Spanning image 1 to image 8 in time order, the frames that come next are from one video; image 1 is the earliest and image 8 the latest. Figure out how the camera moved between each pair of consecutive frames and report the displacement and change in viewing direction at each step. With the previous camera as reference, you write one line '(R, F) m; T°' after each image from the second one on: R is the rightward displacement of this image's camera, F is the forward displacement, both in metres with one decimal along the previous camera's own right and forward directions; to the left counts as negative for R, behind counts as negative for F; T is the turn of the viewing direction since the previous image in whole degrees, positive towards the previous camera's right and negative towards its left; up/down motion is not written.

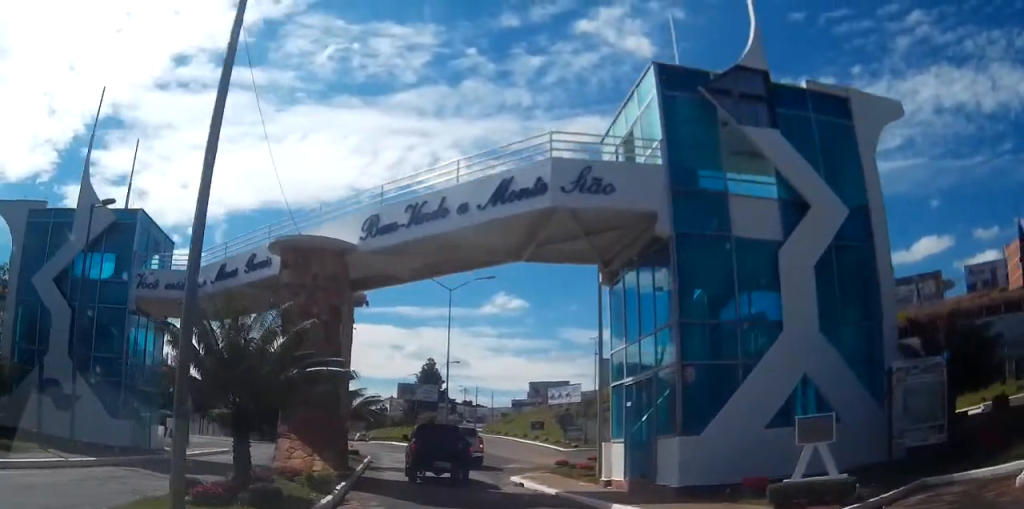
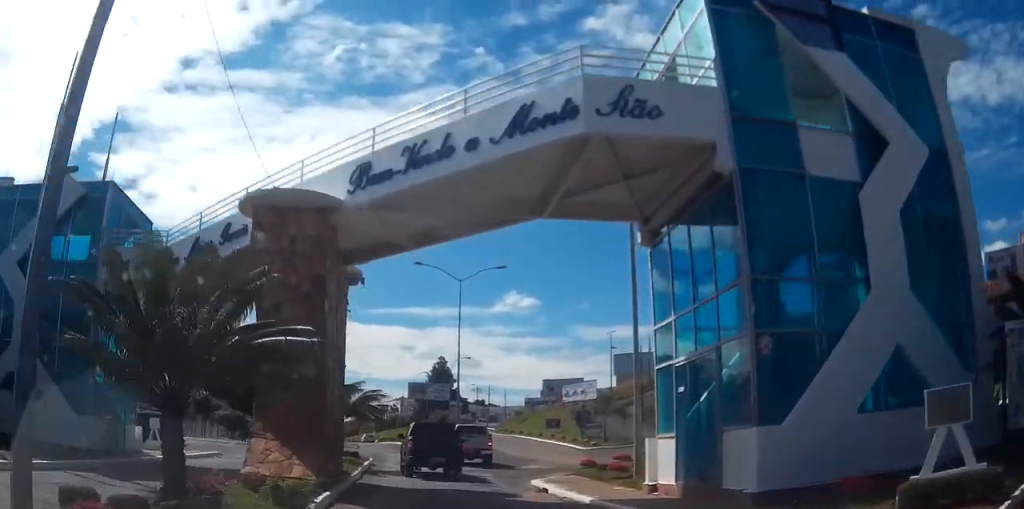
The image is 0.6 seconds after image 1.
(0.0, +3.3) m; 0°
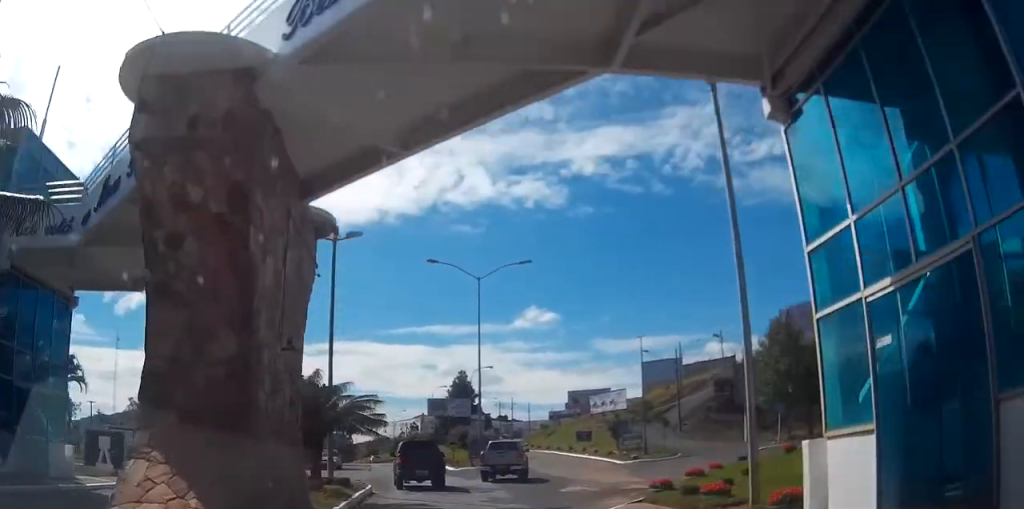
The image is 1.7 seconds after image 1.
(0.0, +6.7) m; 0°
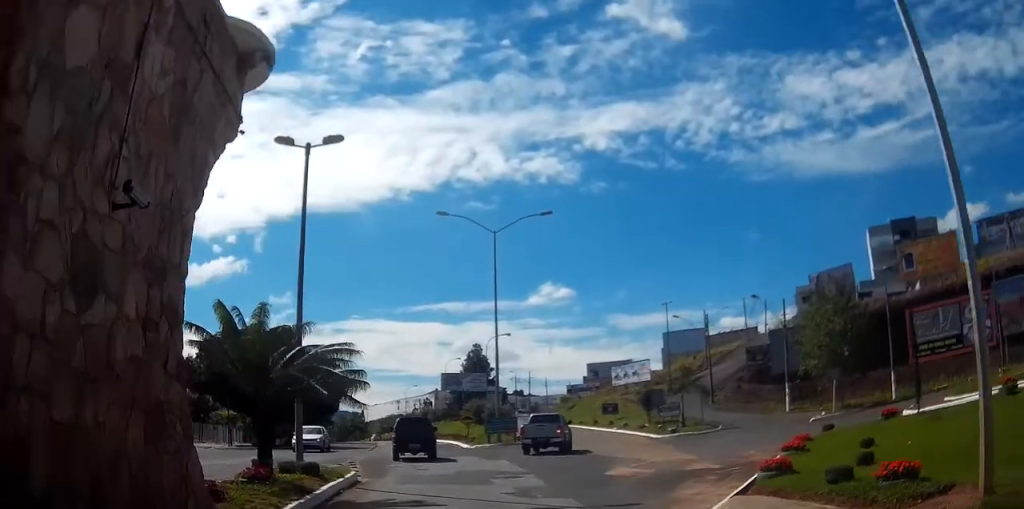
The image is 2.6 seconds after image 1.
(0.0, +6.0) m; -2°
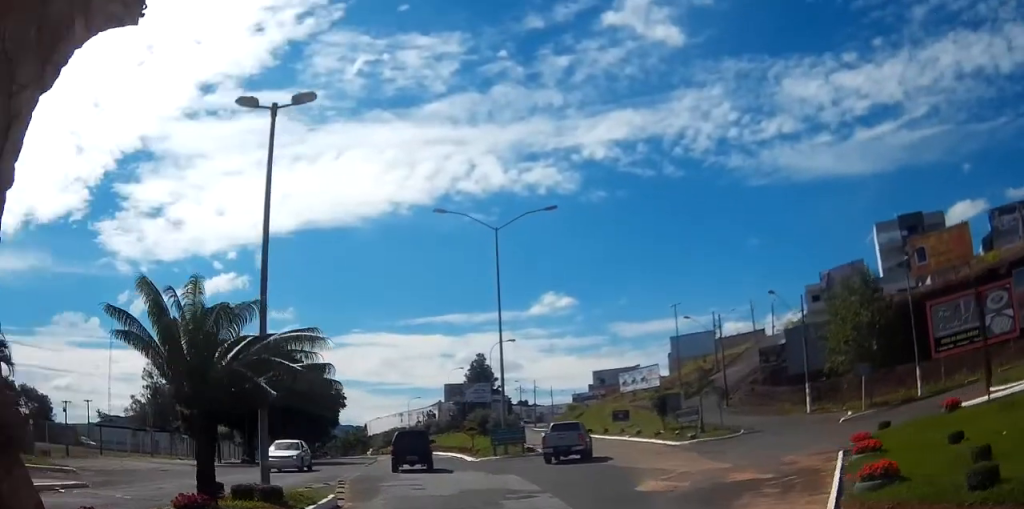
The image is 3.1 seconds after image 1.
(+0.1, +3.1) m; -2°
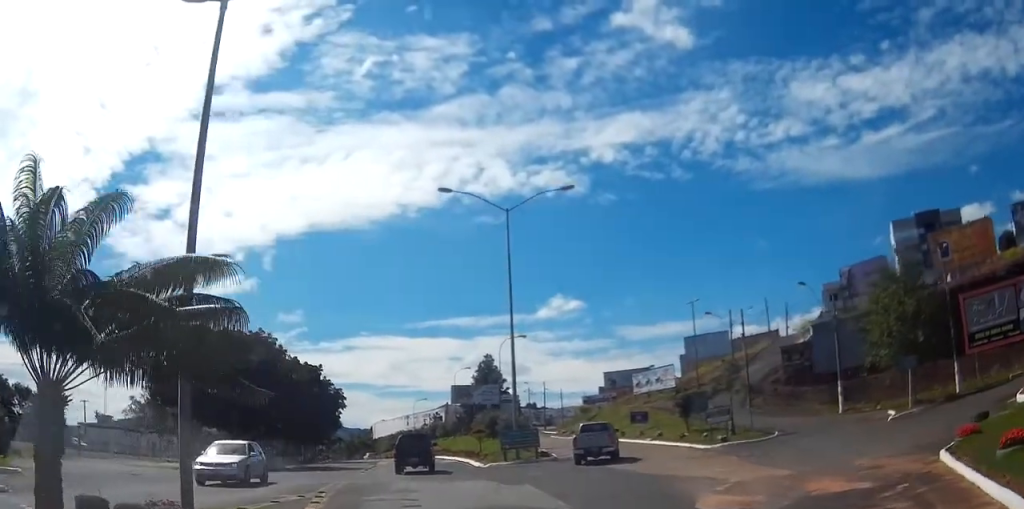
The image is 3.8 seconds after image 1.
(-0.2, +4.0) m; -1°
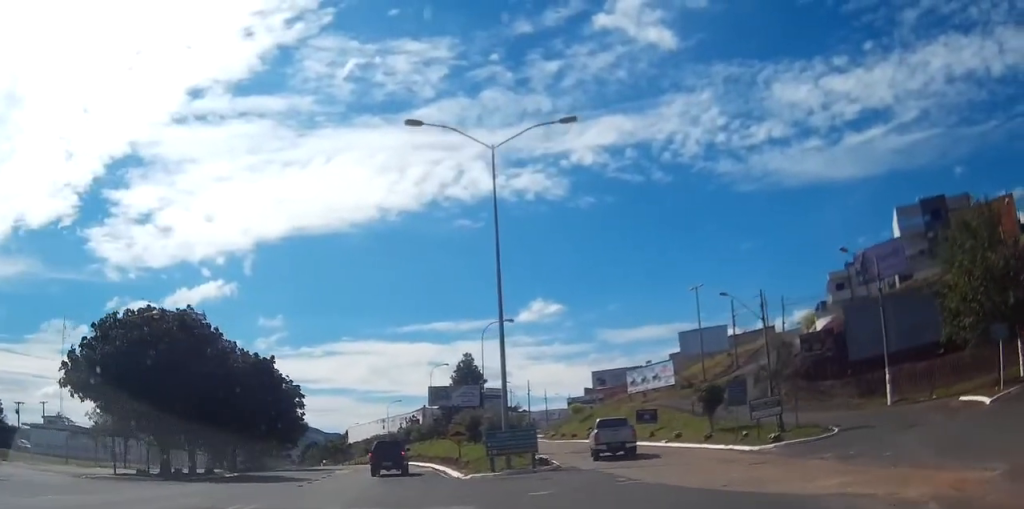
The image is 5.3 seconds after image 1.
(+0.1, +8.7) m; +4°
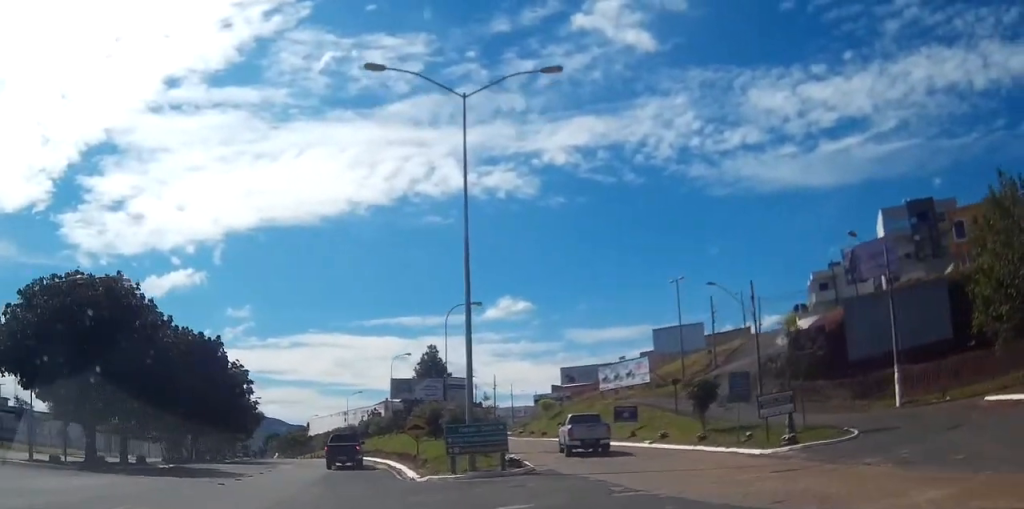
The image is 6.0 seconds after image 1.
(+0.1, +4.7) m; +3°
